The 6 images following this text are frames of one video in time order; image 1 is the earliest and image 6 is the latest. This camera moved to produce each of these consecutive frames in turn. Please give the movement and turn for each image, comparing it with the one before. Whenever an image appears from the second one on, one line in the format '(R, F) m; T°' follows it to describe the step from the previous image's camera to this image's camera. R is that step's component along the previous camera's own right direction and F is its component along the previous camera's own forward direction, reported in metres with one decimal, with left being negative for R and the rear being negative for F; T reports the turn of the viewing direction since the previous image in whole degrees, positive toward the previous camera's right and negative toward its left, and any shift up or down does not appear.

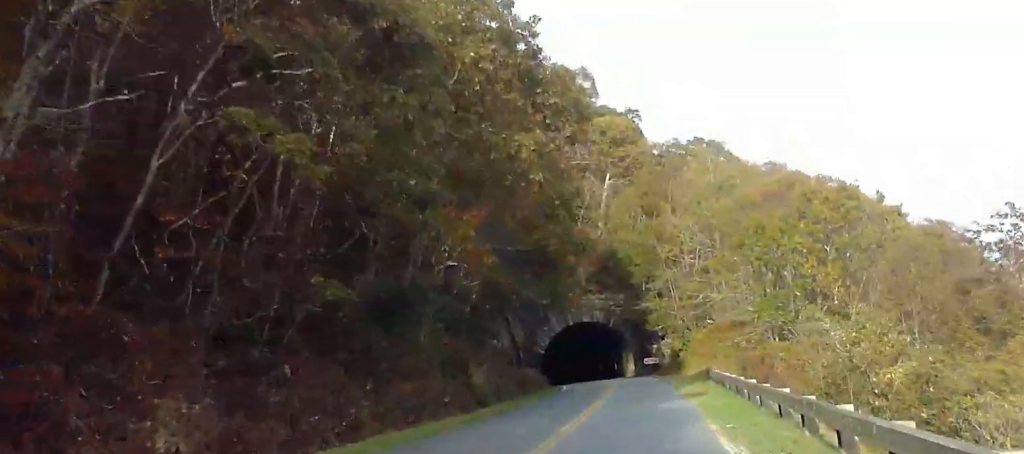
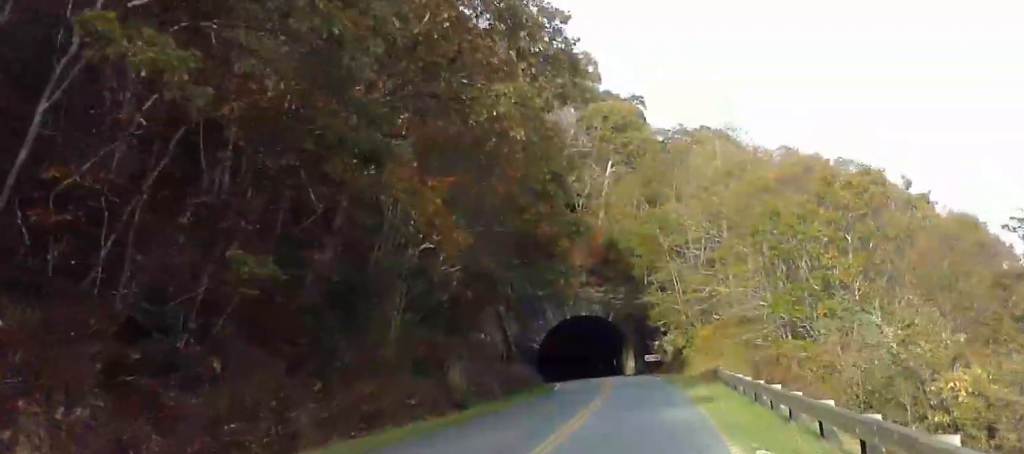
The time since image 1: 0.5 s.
(0.0, +4.5) m; -2°
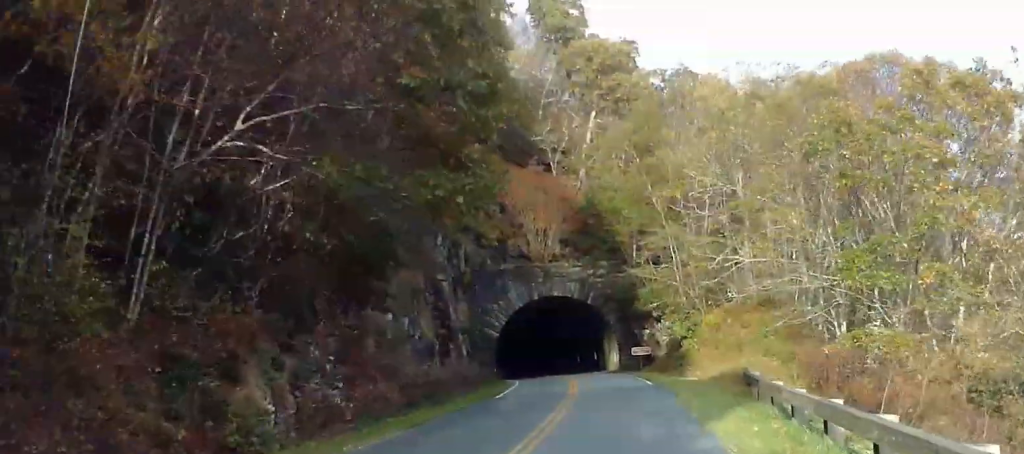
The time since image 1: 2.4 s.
(-0.1, +16.2) m; +2°
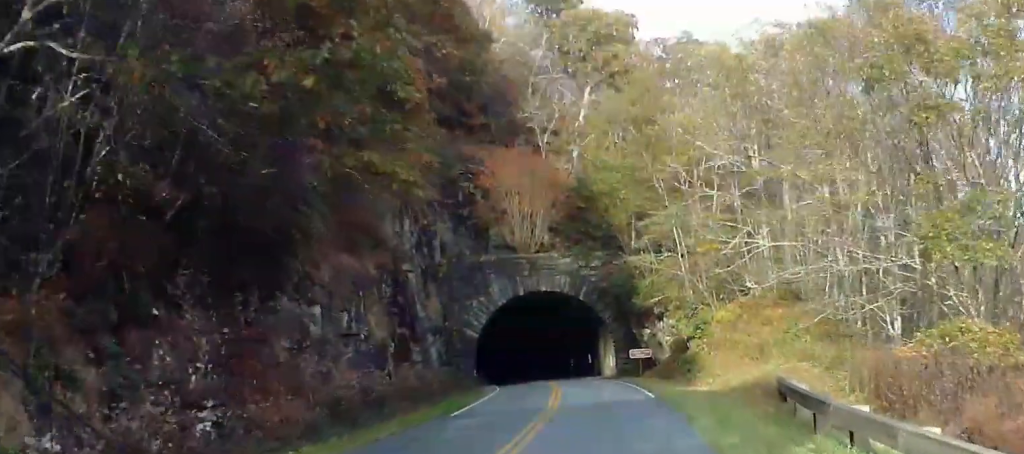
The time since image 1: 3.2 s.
(0.0, +7.5) m; +2°
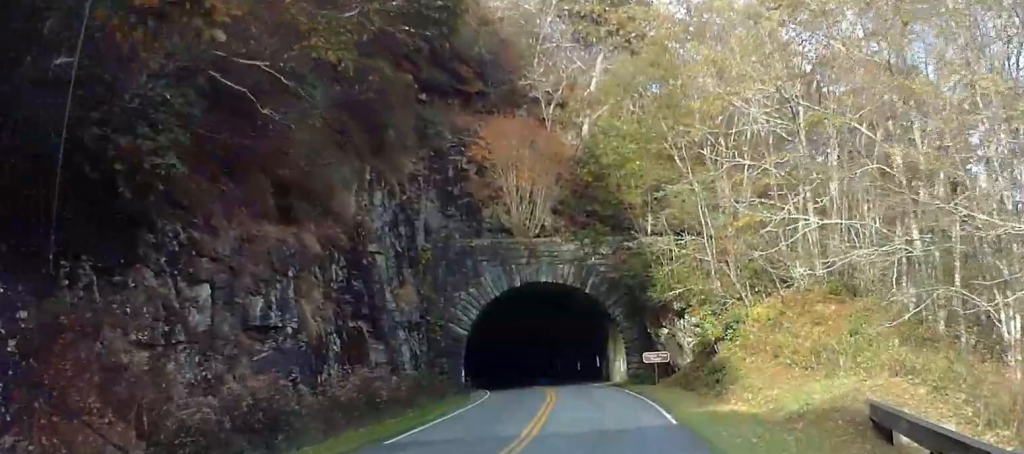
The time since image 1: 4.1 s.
(+0.2, +7.9) m; -1°
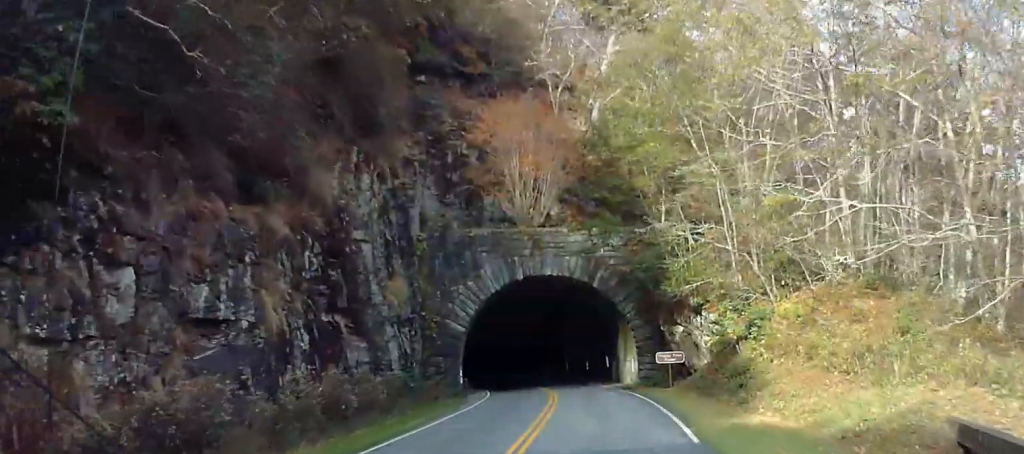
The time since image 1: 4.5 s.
(+0.2, +3.6) m; -1°
